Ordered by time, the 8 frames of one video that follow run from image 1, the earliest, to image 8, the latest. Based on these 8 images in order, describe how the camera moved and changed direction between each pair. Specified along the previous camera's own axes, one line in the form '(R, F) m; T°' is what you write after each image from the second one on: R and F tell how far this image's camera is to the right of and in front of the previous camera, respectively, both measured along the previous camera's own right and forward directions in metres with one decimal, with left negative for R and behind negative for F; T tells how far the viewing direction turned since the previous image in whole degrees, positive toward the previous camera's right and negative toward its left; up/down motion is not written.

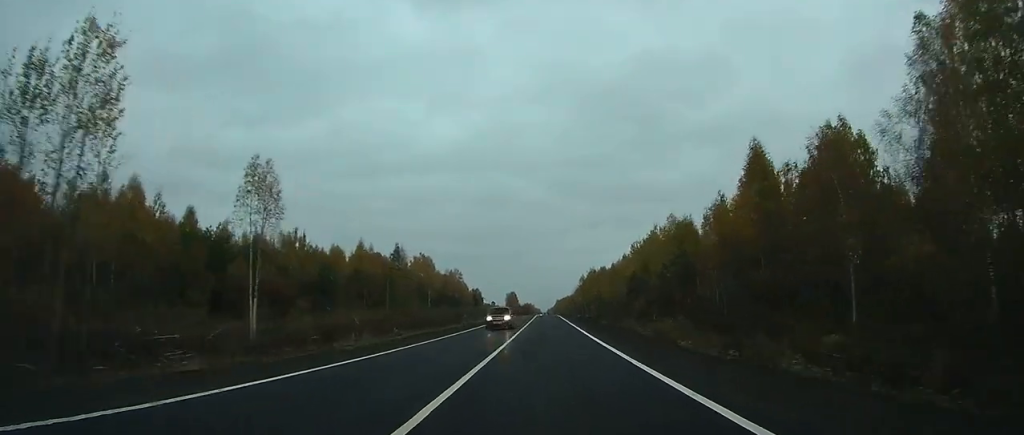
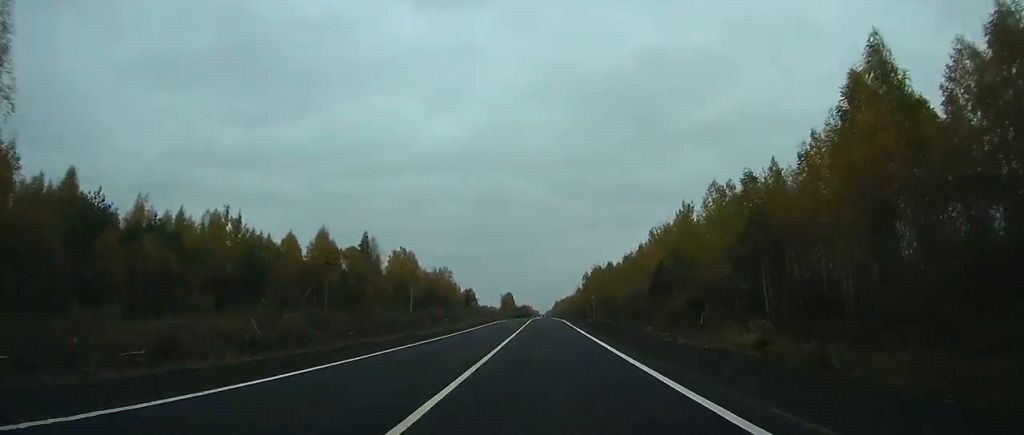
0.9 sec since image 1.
(0.0, +25.3) m; 0°
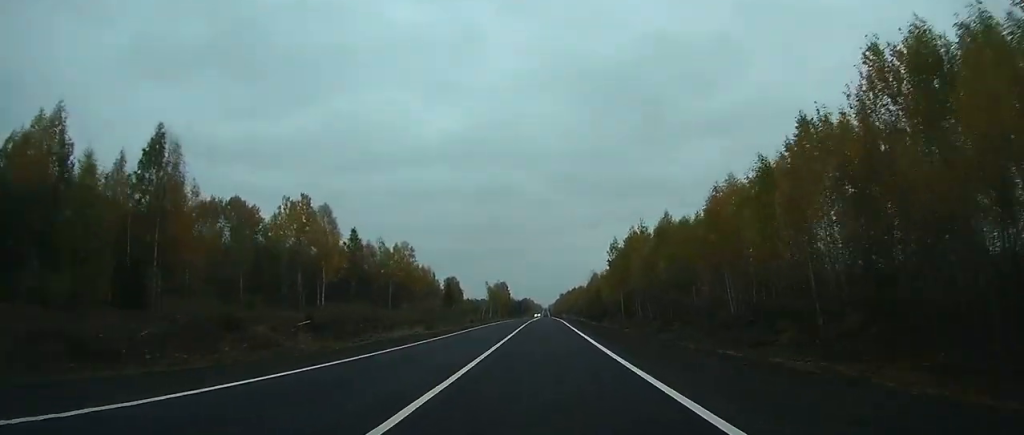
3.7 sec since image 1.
(+0.1, +78.3) m; 0°
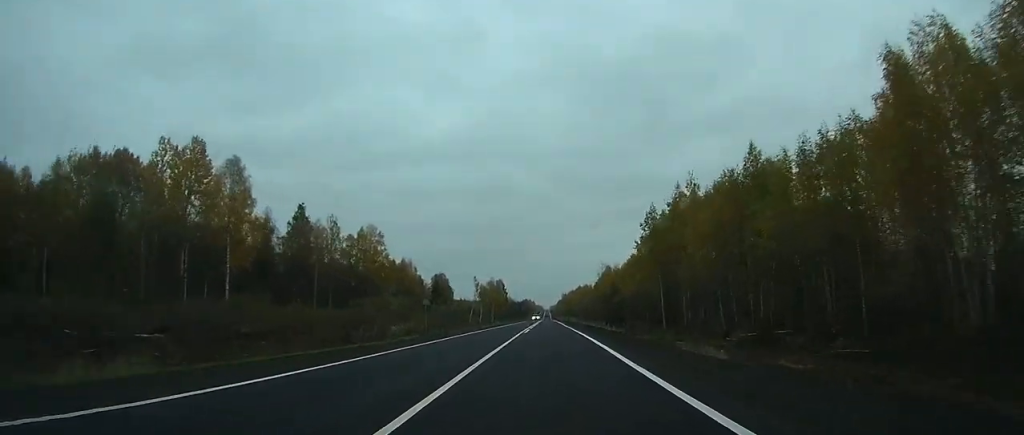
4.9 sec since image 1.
(-0.1, +38.2) m; 0°
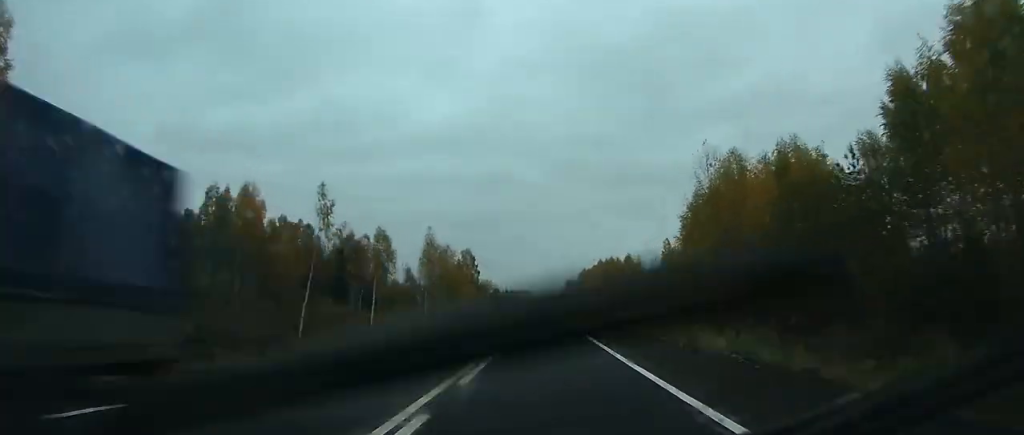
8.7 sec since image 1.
(-0.3, +112.6) m; 0°
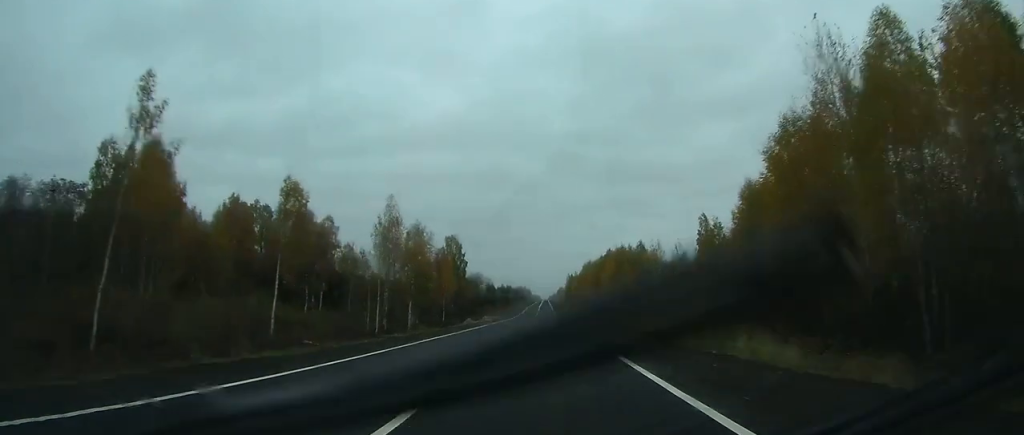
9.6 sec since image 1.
(0.0, +24.8) m; 0°
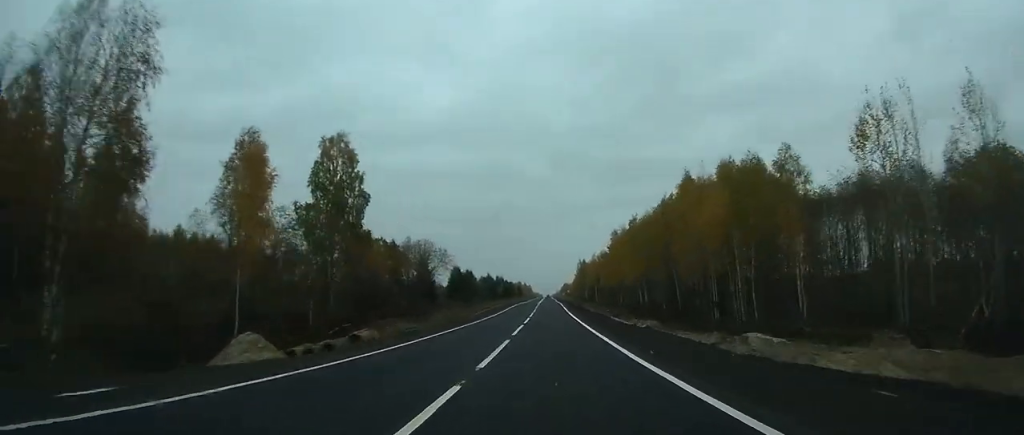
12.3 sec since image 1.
(+0.3, +78.5) m; 0°
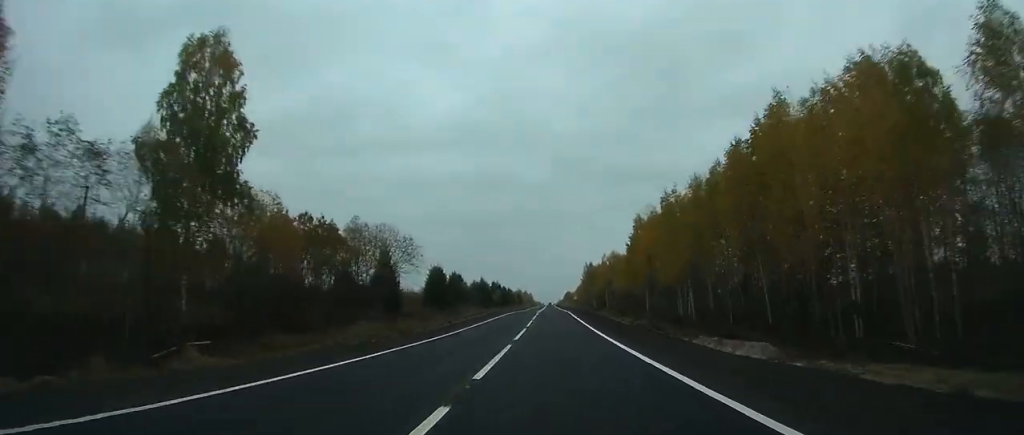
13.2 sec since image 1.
(0.0, +27.0) m; 0°
